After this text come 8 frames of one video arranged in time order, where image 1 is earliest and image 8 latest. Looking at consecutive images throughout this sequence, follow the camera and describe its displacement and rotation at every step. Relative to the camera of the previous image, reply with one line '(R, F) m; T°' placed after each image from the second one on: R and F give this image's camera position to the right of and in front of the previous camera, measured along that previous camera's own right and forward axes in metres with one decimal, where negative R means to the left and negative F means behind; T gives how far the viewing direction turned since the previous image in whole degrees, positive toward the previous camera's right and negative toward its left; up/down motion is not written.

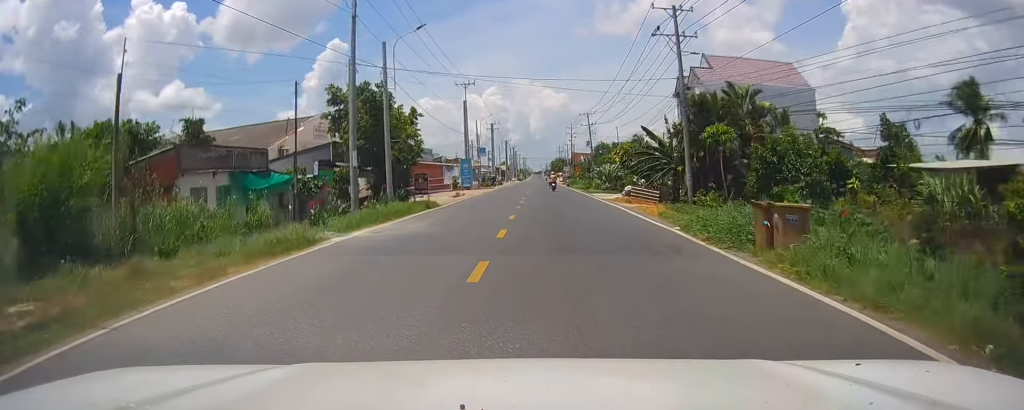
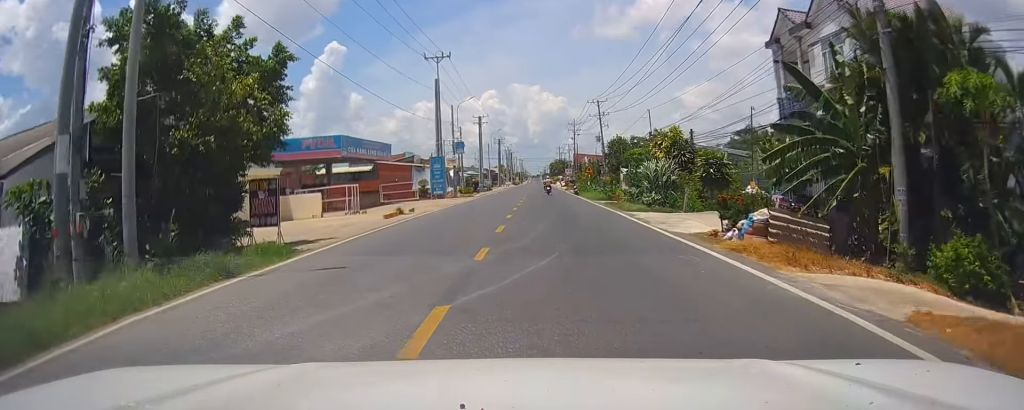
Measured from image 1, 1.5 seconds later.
(+0.4, +21.3) m; 0°
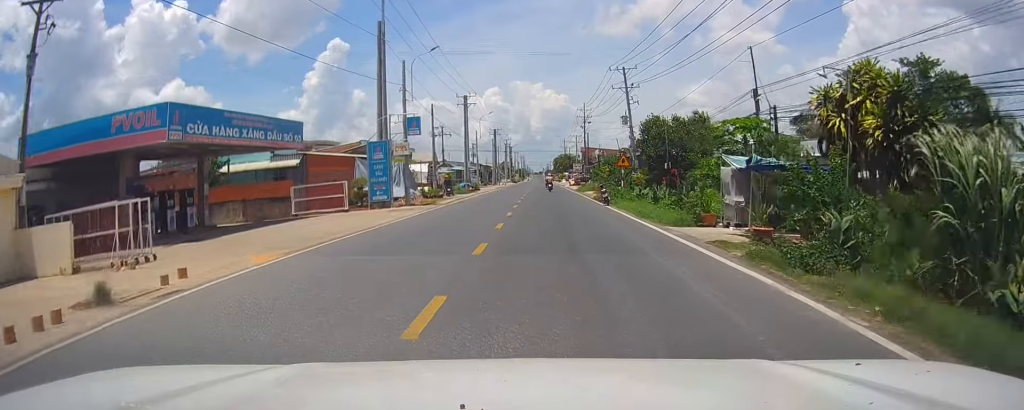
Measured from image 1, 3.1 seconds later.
(0.0, +23.4) m; +1°
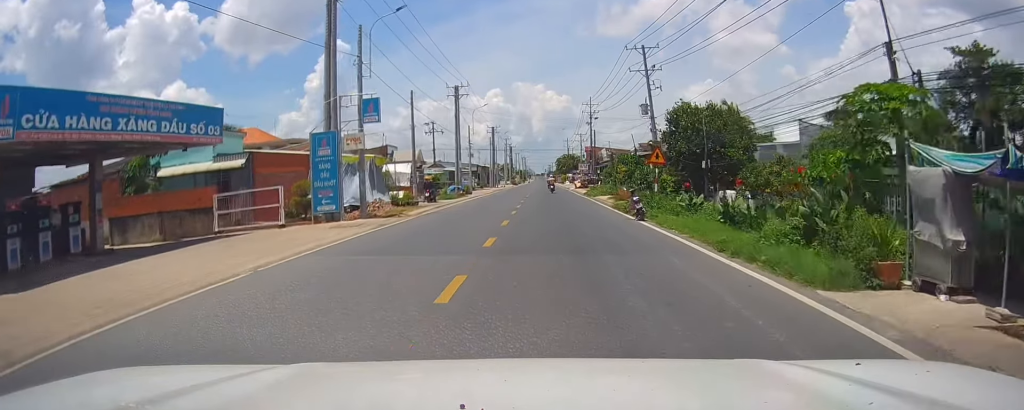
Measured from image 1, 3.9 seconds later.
(-0.1, +10.8) m; 0°
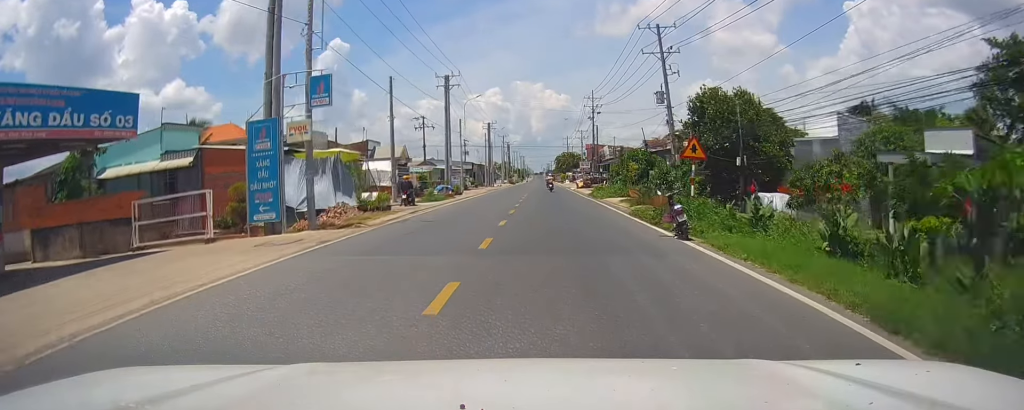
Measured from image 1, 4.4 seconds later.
(0.0, +6.8) m; 0°
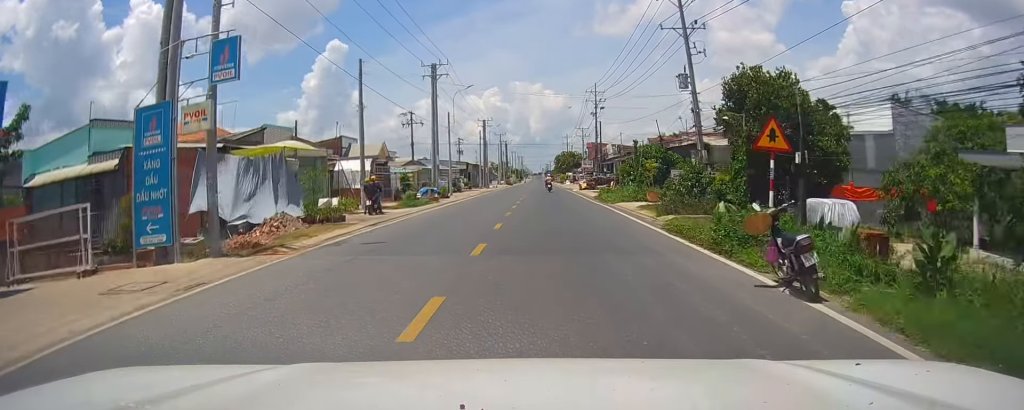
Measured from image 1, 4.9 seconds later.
(+0.1, +7.0) m; 0°
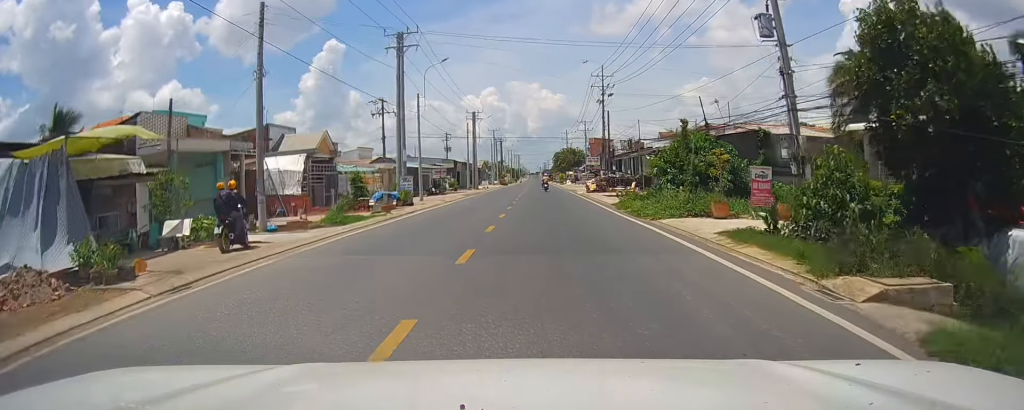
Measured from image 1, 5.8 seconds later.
(-0.1, +13.5) m; 0°
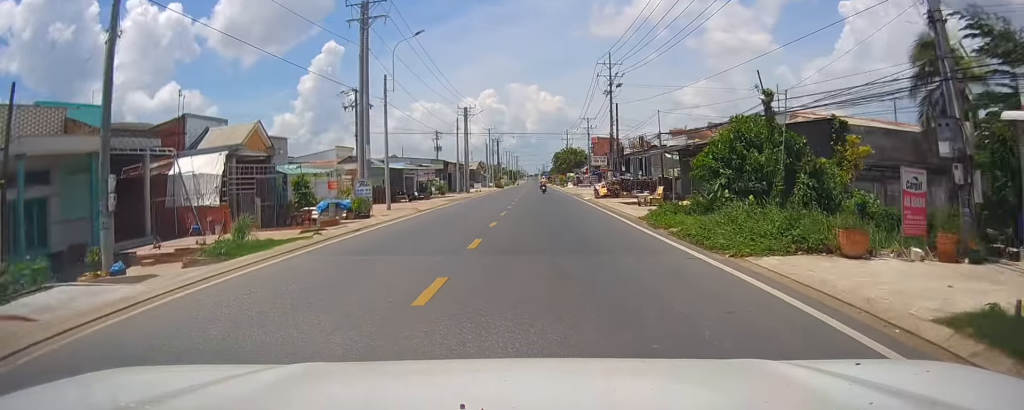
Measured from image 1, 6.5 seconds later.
(0.0, +8.9) m; 0°
